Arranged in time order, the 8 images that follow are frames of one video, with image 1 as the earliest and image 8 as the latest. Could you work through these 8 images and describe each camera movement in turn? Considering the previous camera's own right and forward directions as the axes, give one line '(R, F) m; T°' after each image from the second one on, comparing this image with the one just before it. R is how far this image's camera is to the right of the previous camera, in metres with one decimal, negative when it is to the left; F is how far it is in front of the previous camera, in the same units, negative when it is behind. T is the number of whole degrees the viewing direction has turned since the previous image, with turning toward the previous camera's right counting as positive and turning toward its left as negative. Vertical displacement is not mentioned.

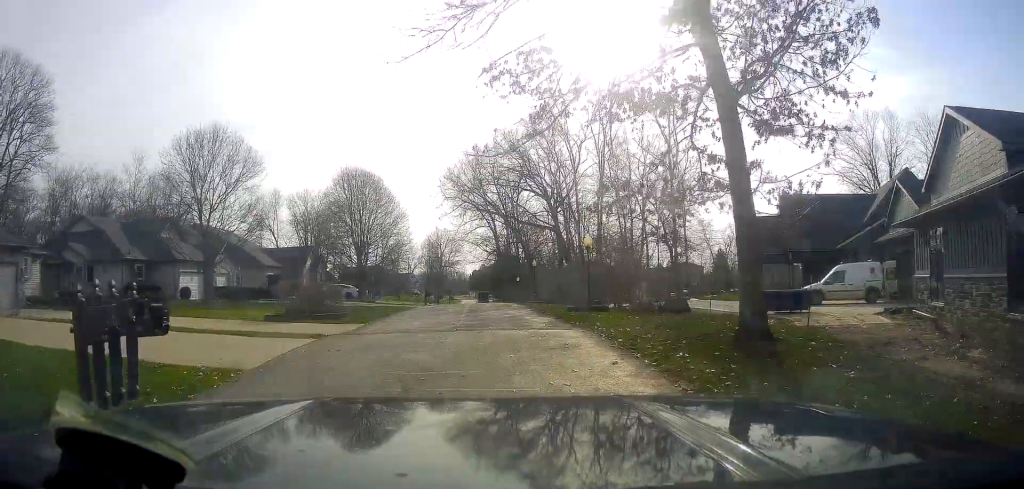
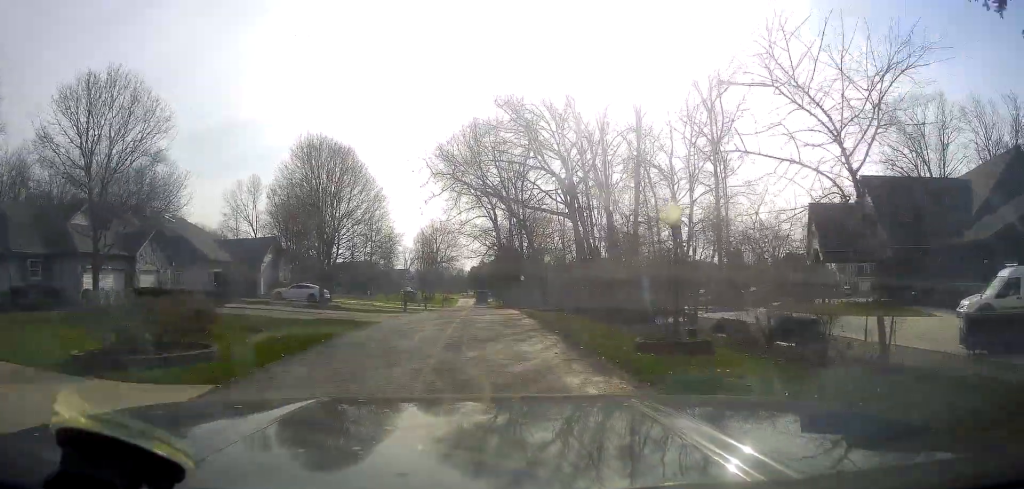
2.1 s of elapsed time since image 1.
(0.0, +12.2) m; 0°
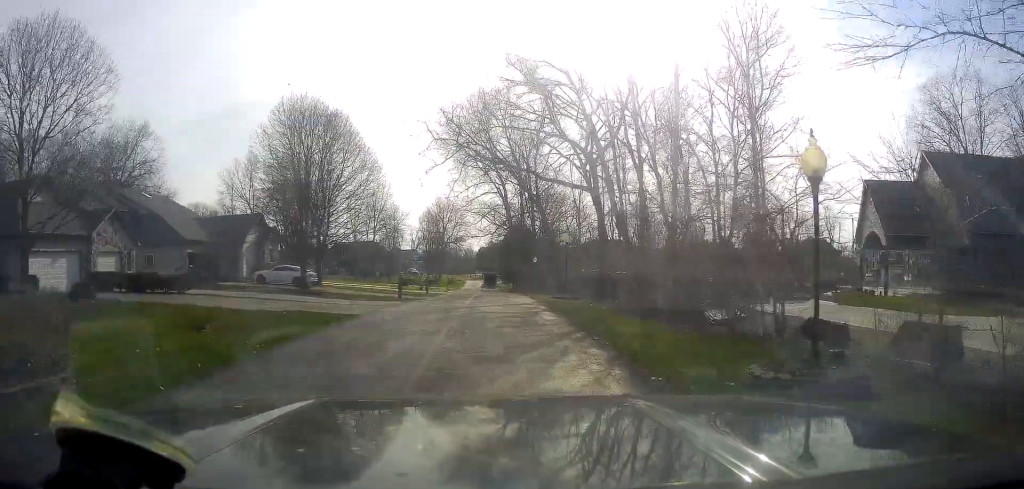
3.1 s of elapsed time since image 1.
(0.0, +5.5) m; 0°
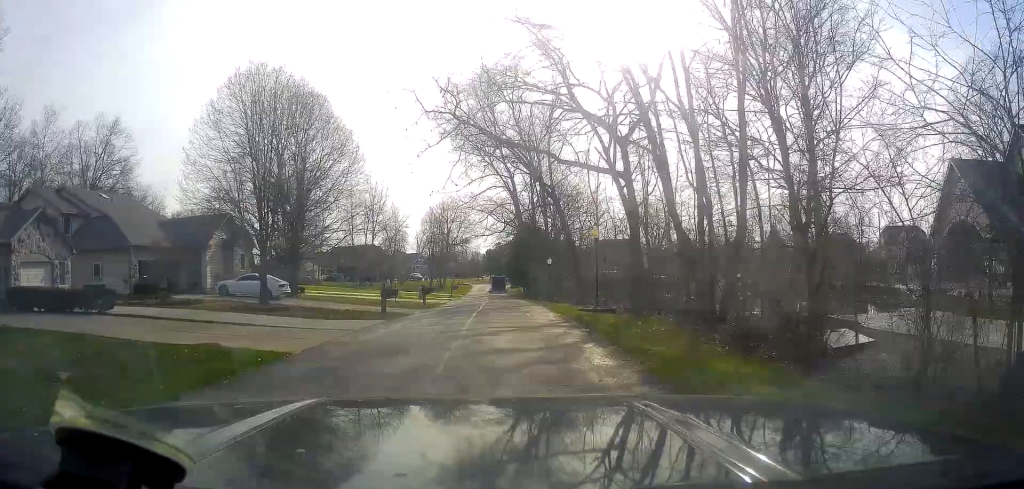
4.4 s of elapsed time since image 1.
(0.0, +7.1) m; 0°
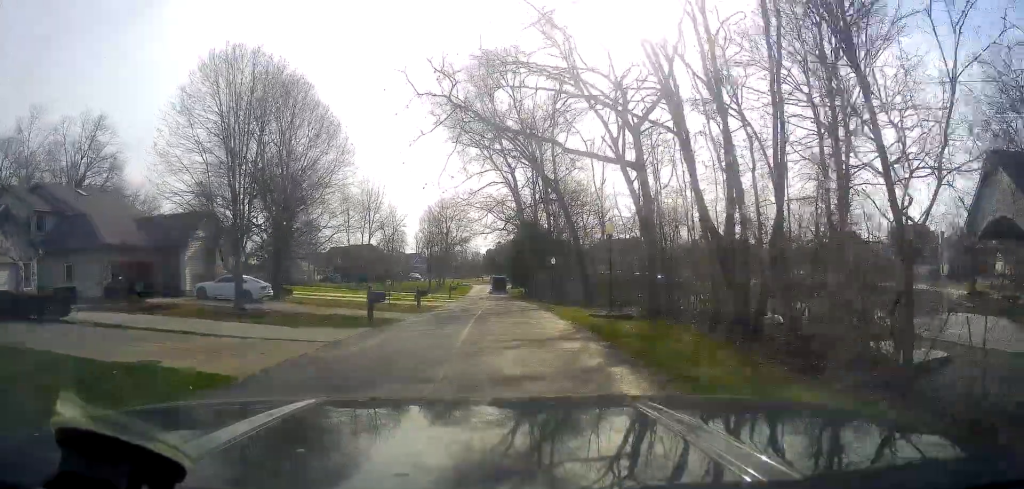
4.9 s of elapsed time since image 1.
(0.0, +2.7) m; -3°
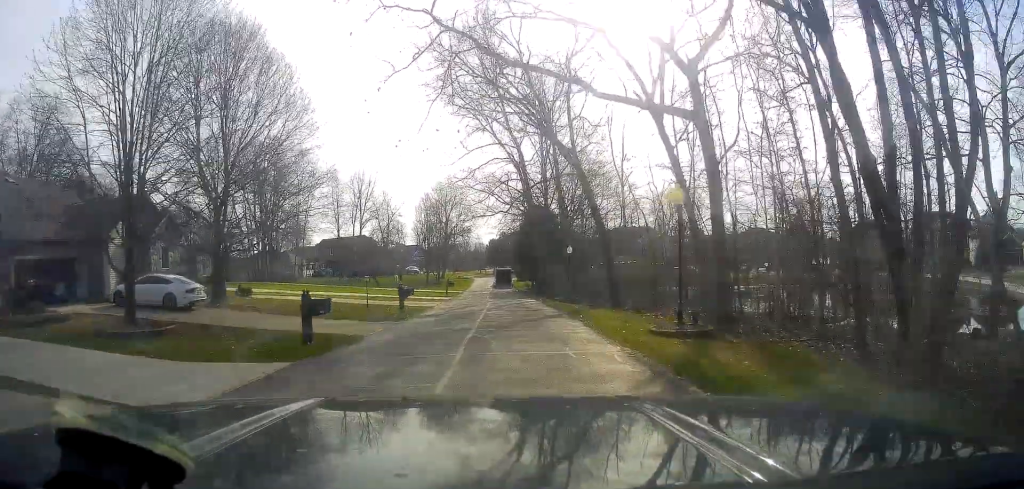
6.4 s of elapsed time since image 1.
(-0.7, +7.9) m; -3°
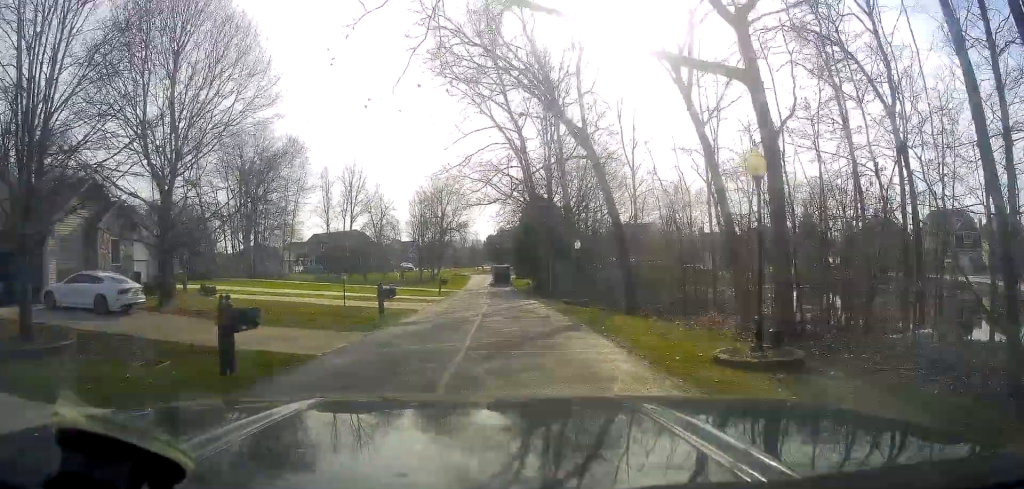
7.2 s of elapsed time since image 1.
(+0.4, +4.4) m; +1°
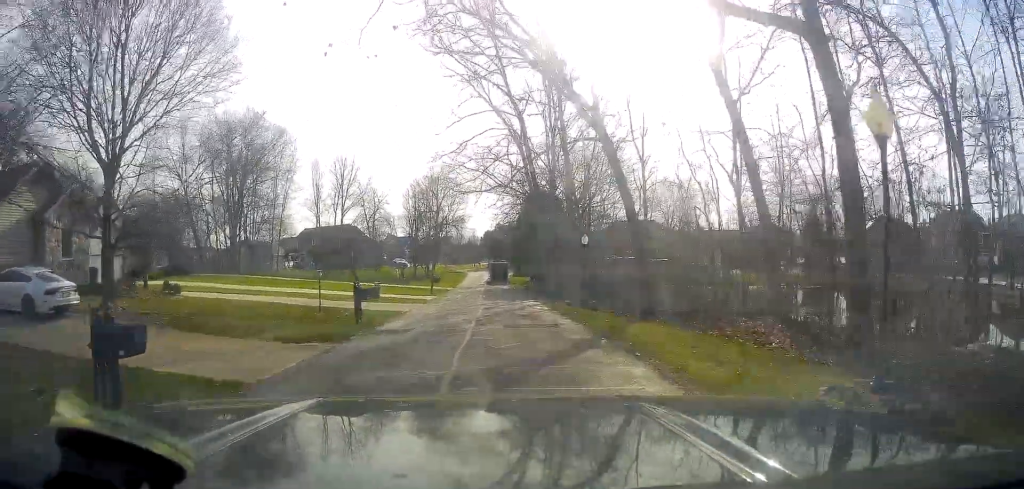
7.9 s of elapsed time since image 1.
(-0.1, +3.6) m; +3°
